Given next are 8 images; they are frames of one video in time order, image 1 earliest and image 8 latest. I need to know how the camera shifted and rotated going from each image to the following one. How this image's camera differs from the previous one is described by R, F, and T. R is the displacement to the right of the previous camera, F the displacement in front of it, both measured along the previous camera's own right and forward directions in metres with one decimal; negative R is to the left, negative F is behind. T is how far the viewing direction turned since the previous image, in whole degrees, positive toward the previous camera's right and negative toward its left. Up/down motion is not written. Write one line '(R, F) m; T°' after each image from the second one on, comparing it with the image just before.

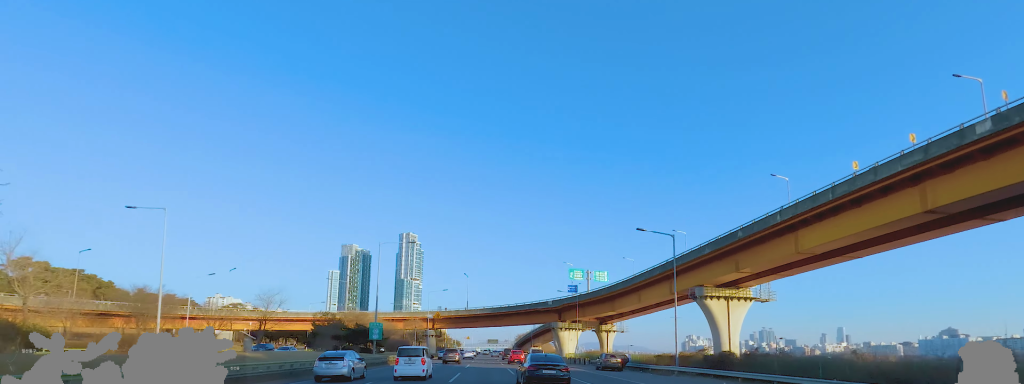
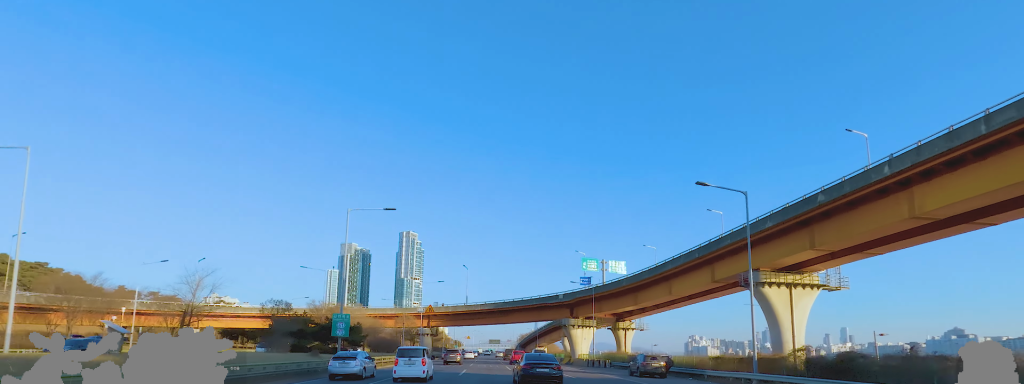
(-0.2, +12.9) m; -1°
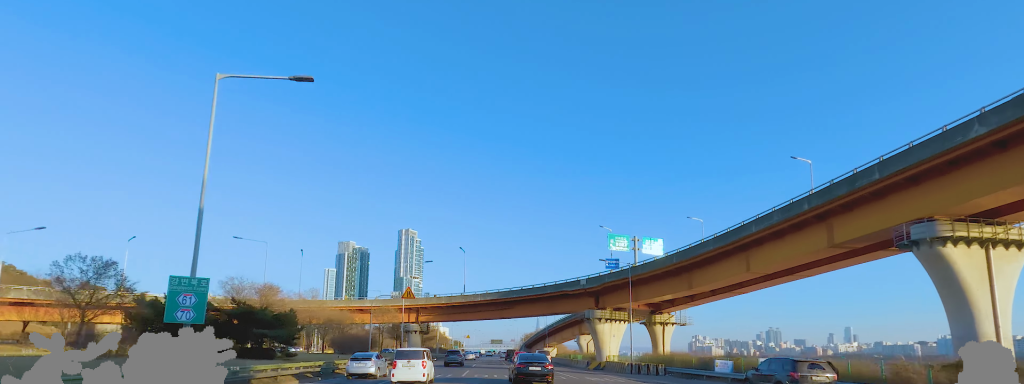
(-0.4, +20.1) m; +1°
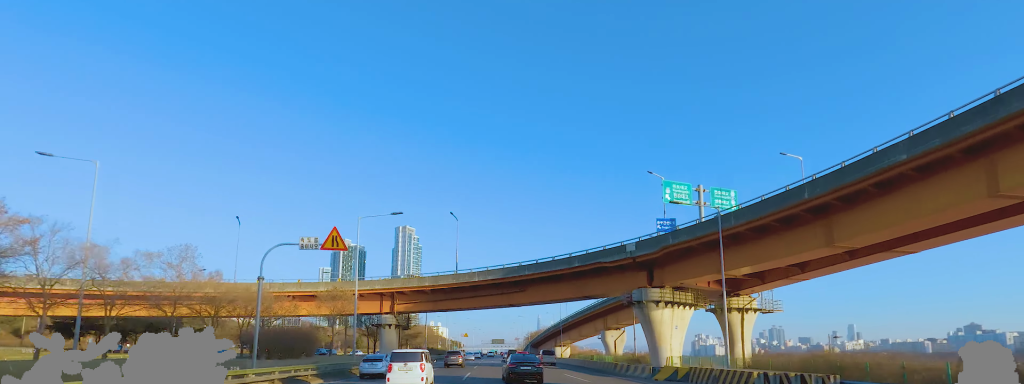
(+0.6, +23.5) m; 0°
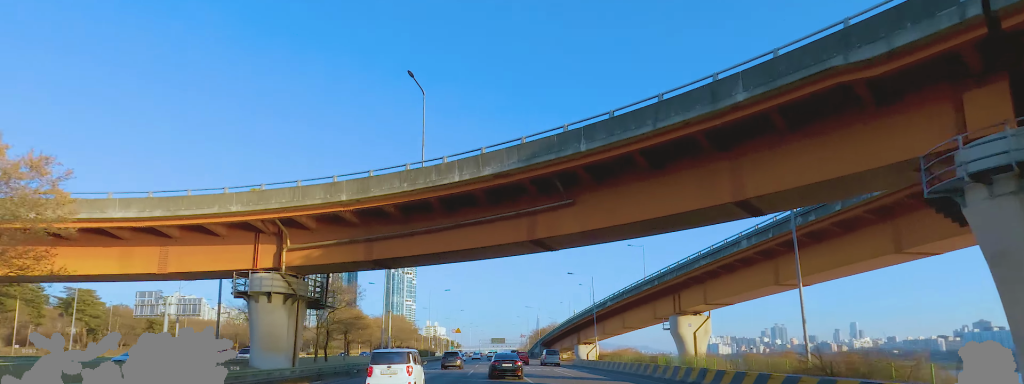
(+0.4, +34.1) m; +3°
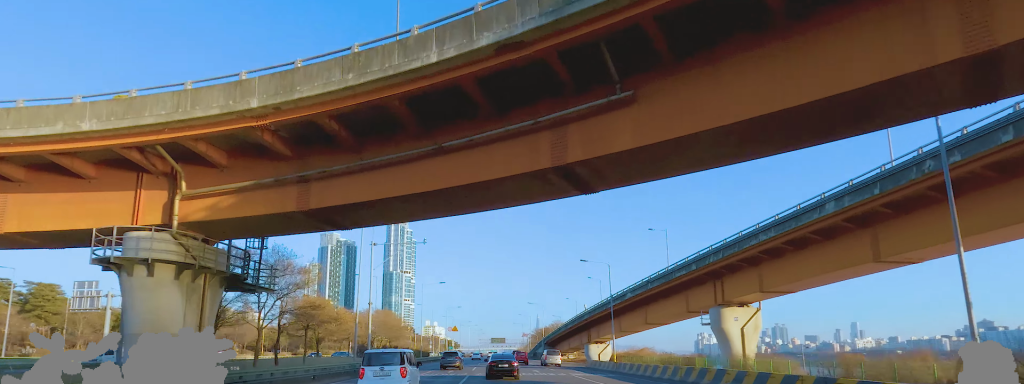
(+0.1, +9.9) m; -1°
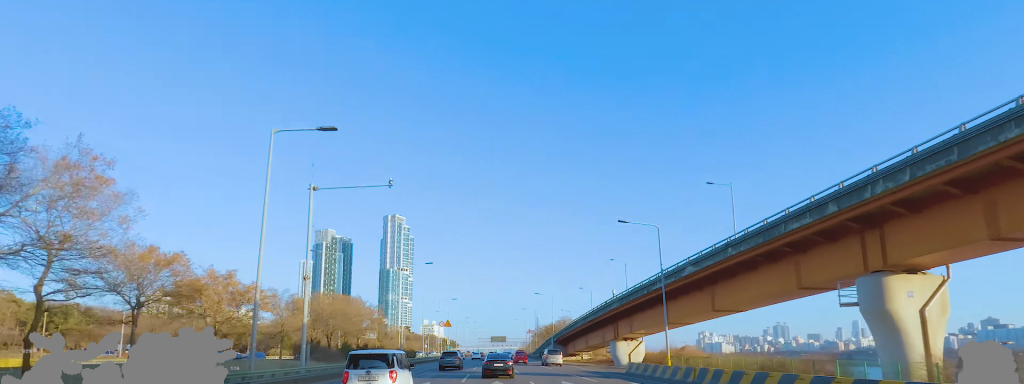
(-0.2, +17.6) m; -2°
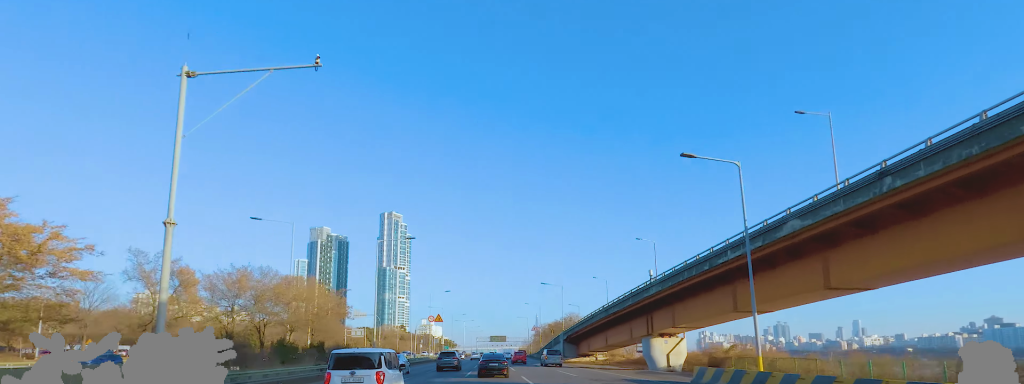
(-0.9, +14.0) m; 0°
